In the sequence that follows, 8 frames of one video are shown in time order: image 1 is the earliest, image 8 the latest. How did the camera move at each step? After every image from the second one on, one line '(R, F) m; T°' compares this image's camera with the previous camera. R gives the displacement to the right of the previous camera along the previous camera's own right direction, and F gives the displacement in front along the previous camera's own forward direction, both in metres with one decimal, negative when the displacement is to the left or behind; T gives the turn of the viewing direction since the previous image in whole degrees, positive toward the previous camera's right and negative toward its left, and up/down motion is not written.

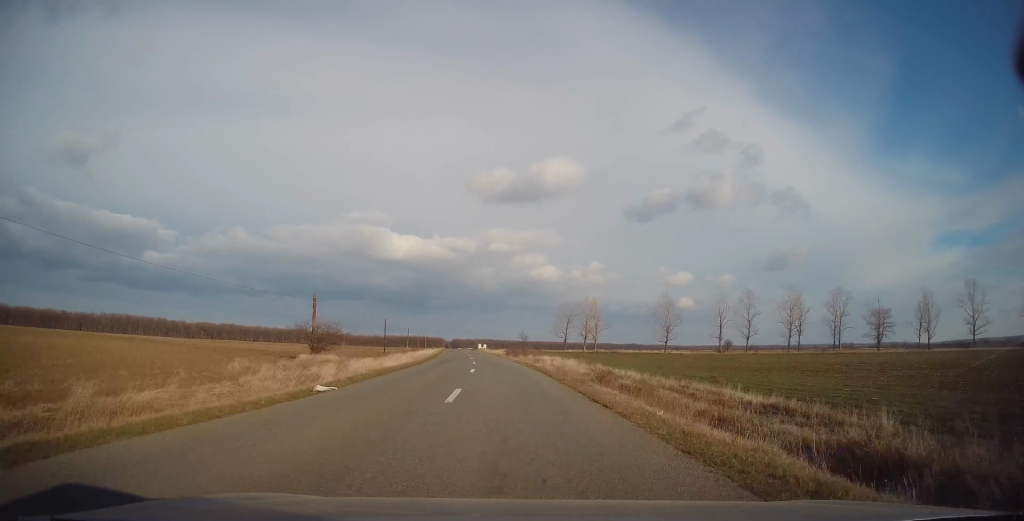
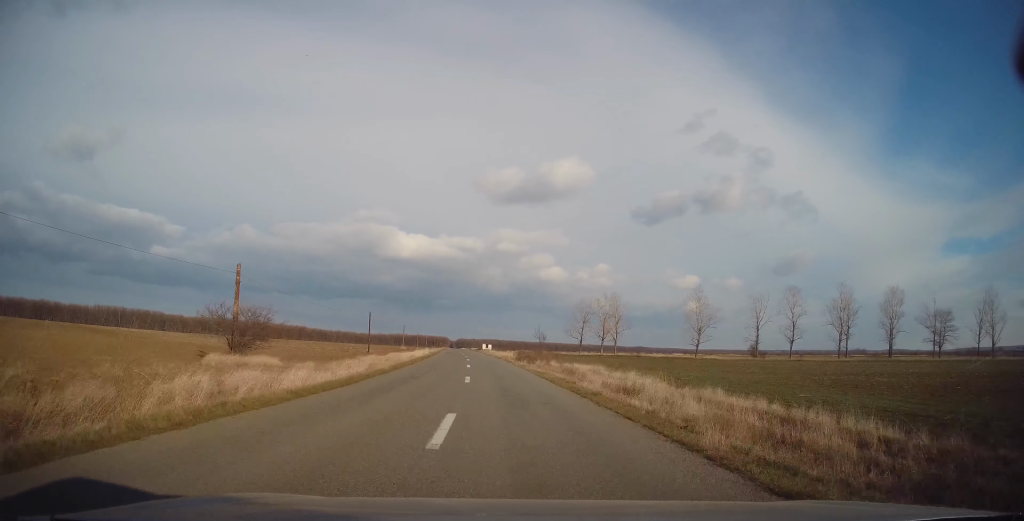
(0.0, +16.1) m; -1°
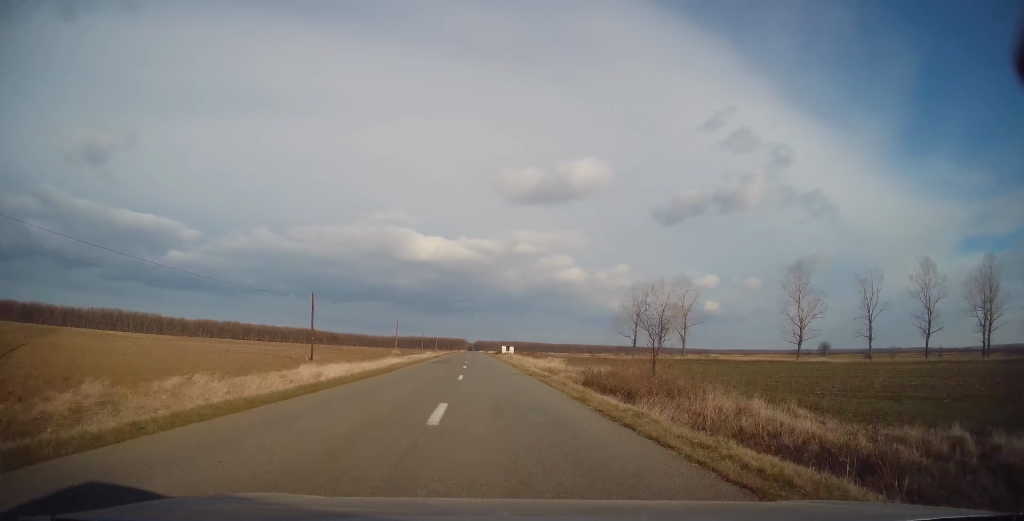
(-1.0, +33.8) m; -2°
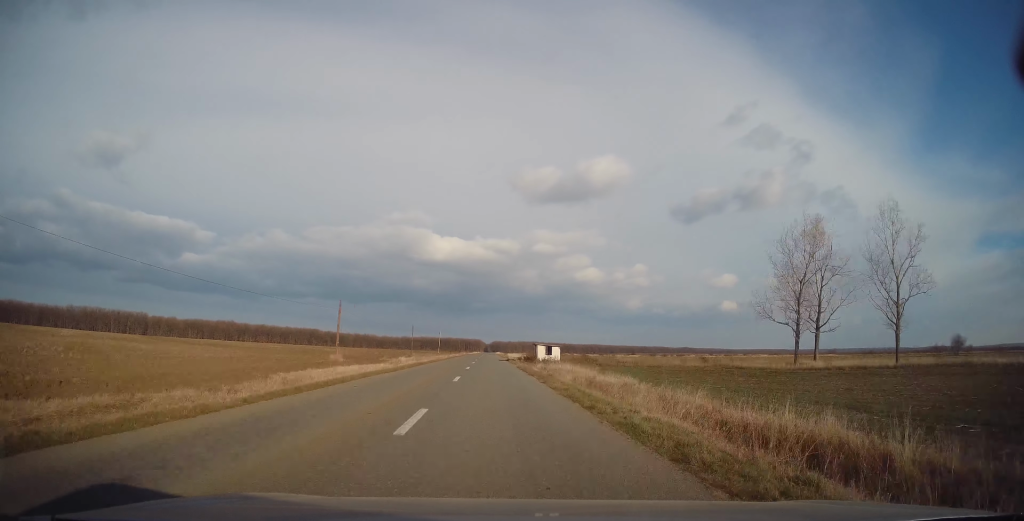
(-0.2, +47.9) m; -1°
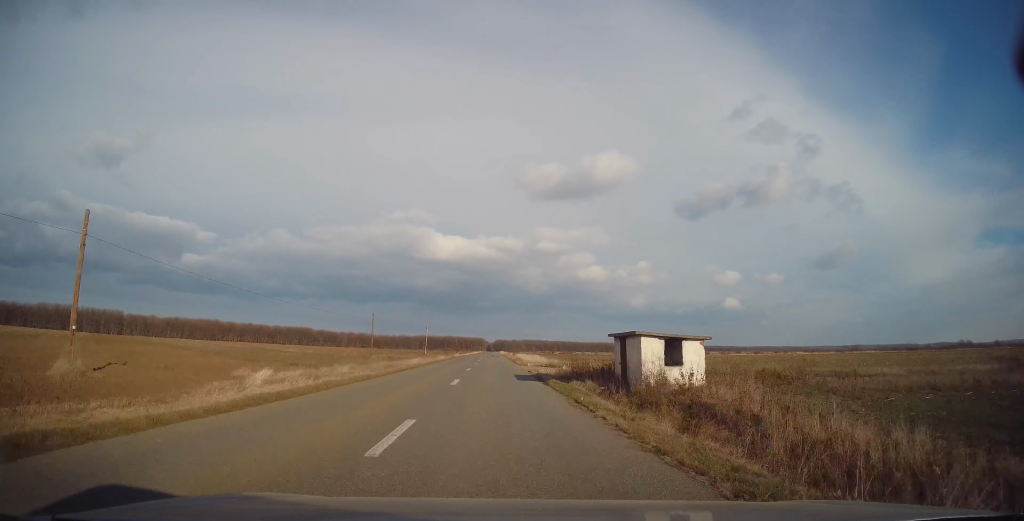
(-0.3, +35.8) m; 0°
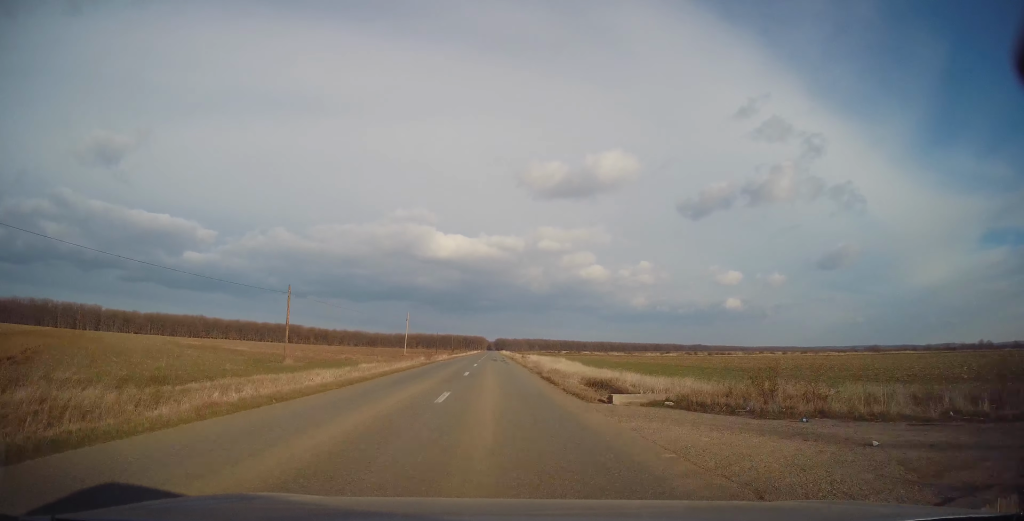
(+0.1, +27.9) m; 0°
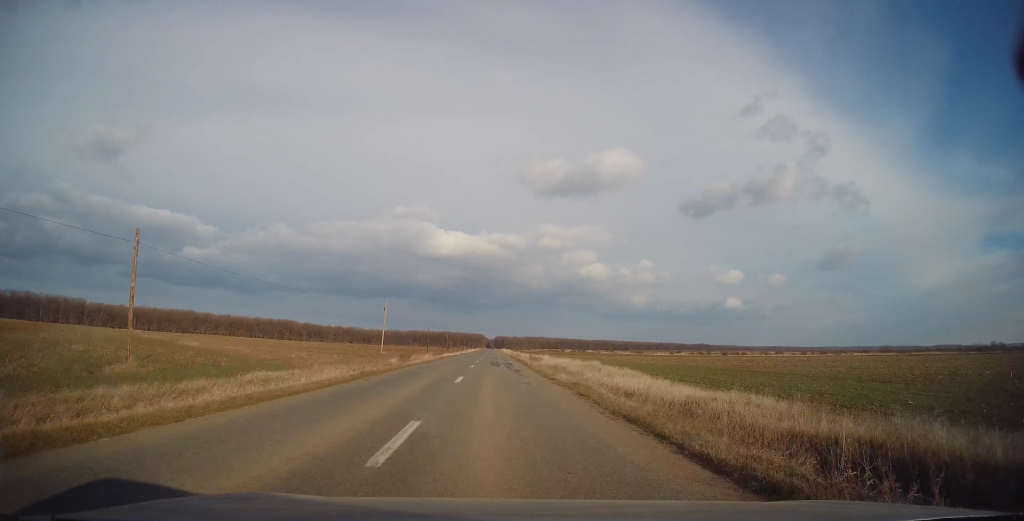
(-0.2, +18.3) m; -1°
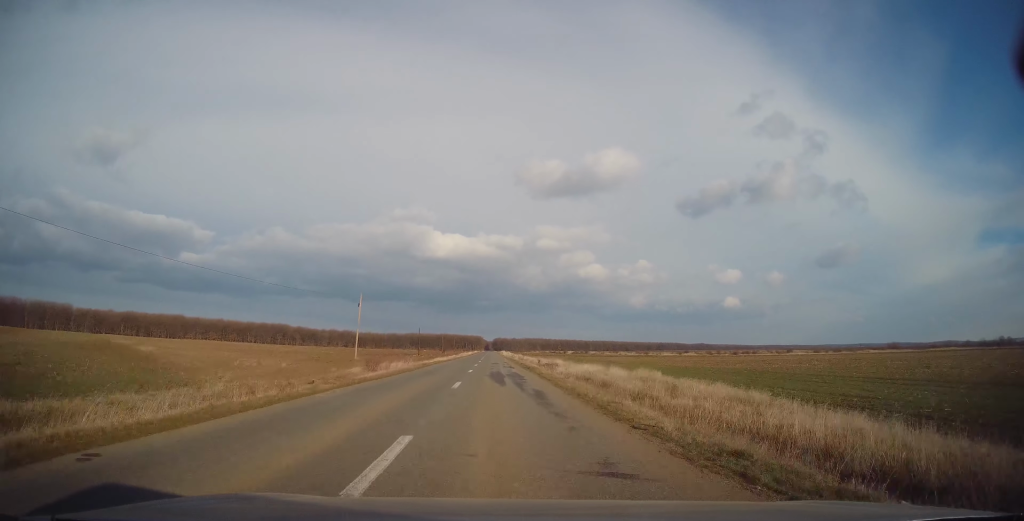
(0.0, +12.2) m; 0°
